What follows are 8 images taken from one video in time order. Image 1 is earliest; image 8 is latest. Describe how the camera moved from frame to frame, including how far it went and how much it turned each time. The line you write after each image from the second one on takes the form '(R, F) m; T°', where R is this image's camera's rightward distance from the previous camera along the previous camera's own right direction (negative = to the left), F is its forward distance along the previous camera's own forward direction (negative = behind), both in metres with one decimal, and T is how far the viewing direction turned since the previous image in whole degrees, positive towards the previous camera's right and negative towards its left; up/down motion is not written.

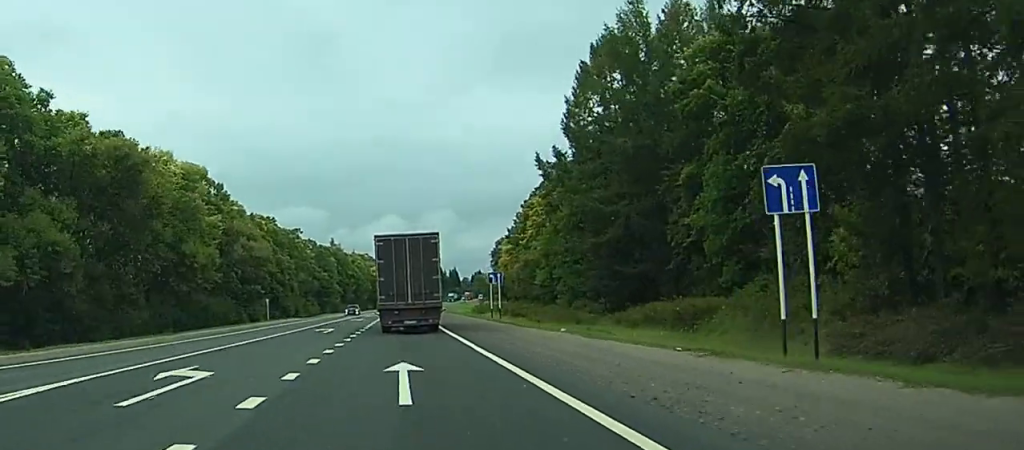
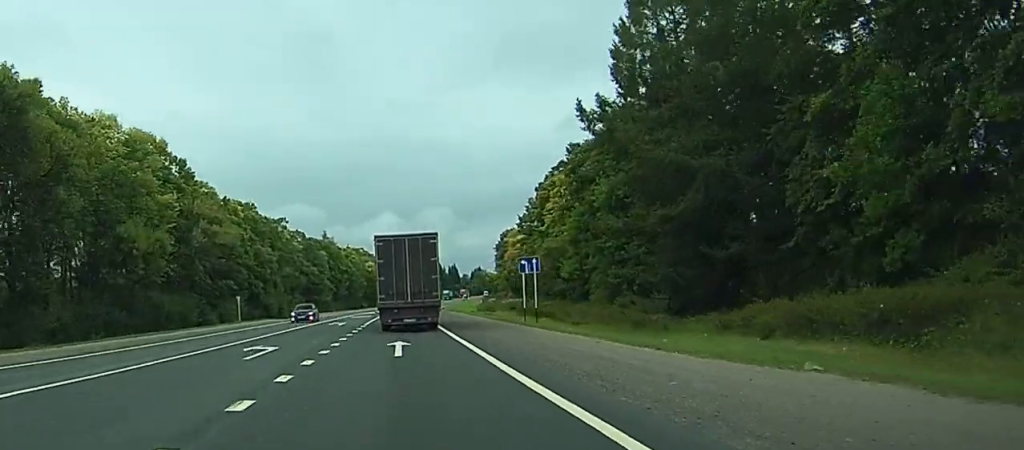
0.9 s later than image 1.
(+0.3, +19.8) m; +1°
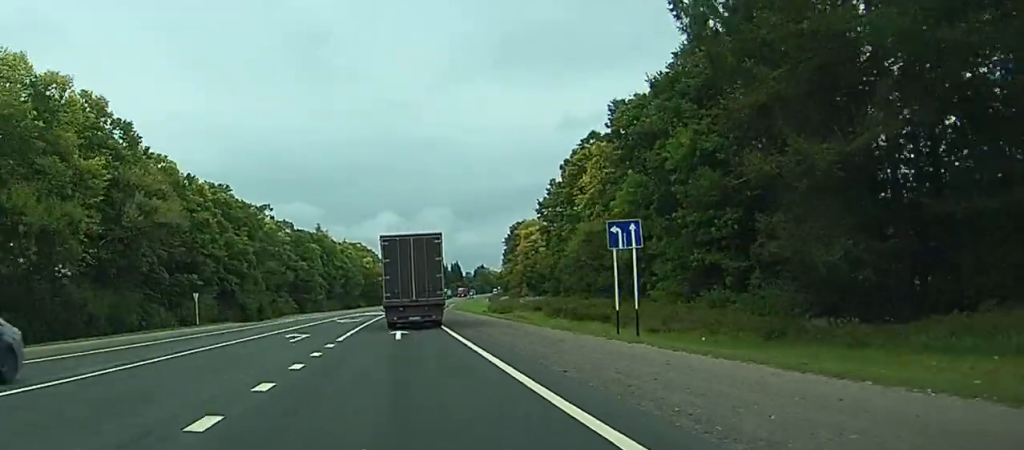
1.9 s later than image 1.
(+0.2, +21.3) m; 0°
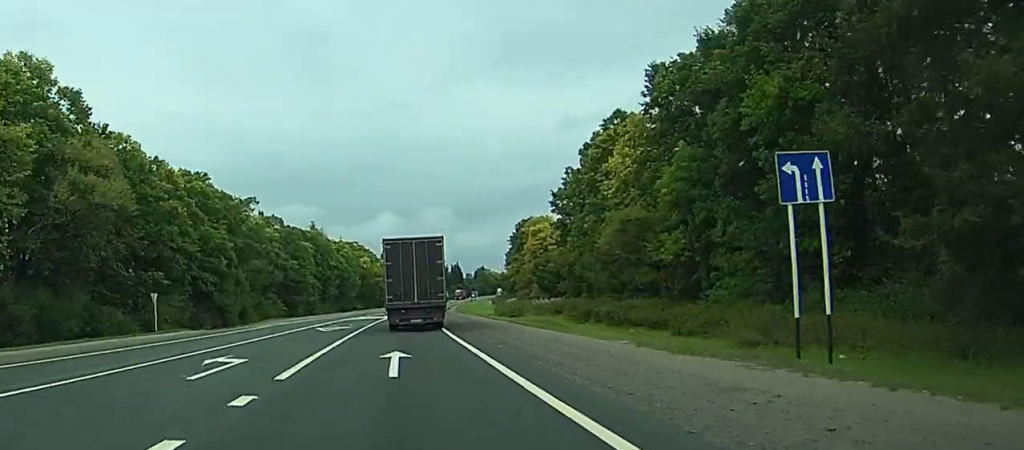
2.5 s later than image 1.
(0.0, +13.3) m; 0°
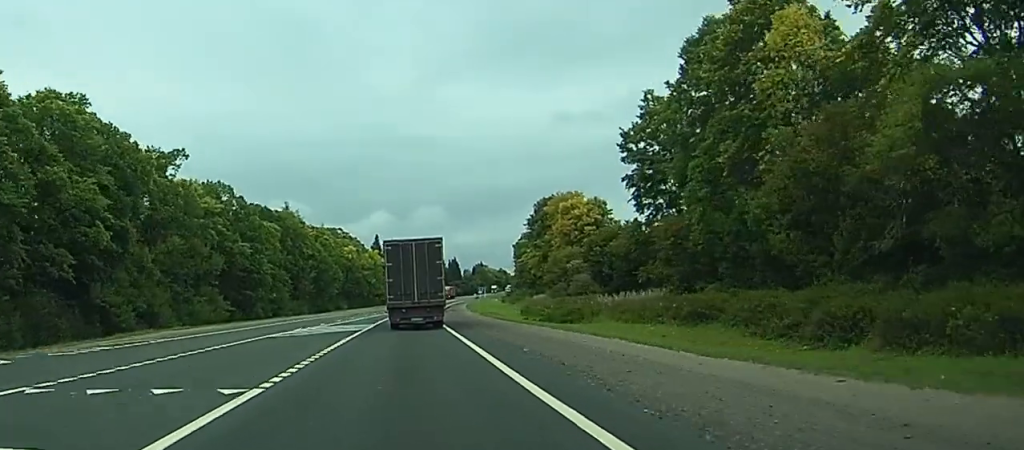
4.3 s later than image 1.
(0.0, +41.6) m; 0°
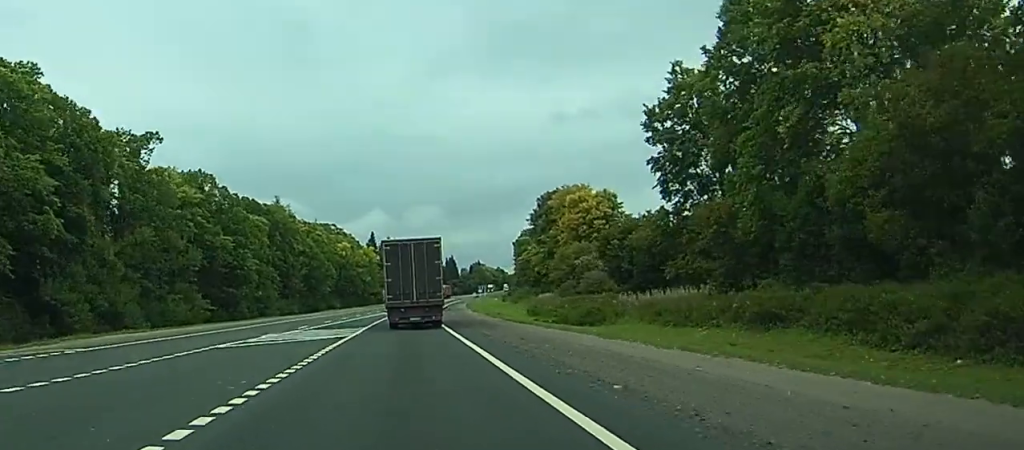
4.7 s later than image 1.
(+0.1, +9.4) m; -3°
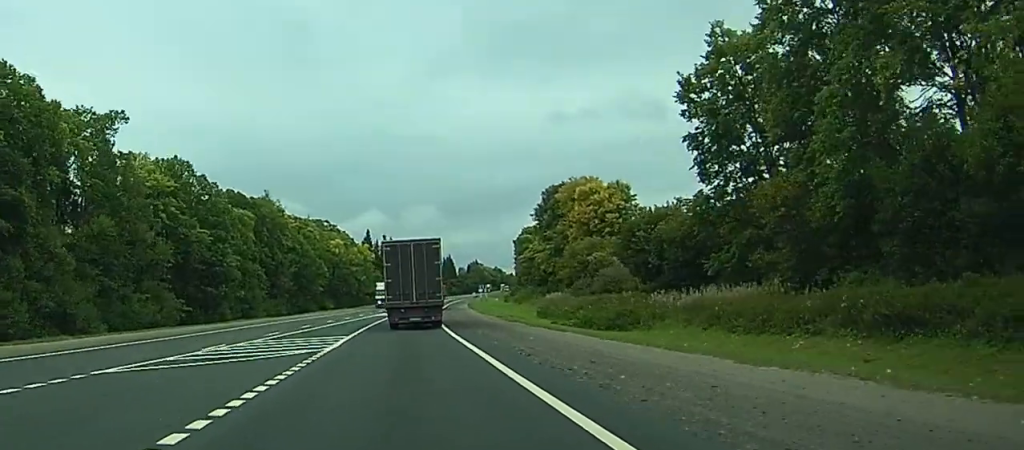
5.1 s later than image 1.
(+0.5, +10.1) m; -3°
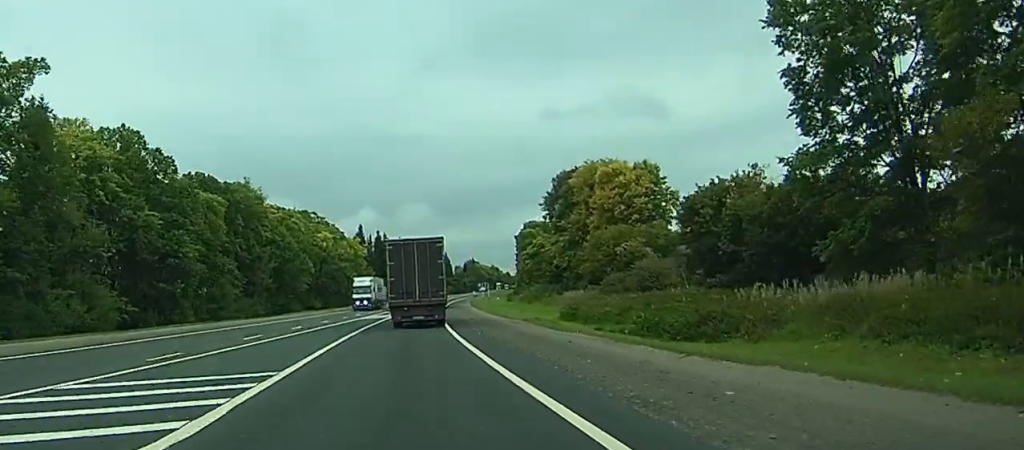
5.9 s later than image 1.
(-1.6, +17.5) m; -1°
